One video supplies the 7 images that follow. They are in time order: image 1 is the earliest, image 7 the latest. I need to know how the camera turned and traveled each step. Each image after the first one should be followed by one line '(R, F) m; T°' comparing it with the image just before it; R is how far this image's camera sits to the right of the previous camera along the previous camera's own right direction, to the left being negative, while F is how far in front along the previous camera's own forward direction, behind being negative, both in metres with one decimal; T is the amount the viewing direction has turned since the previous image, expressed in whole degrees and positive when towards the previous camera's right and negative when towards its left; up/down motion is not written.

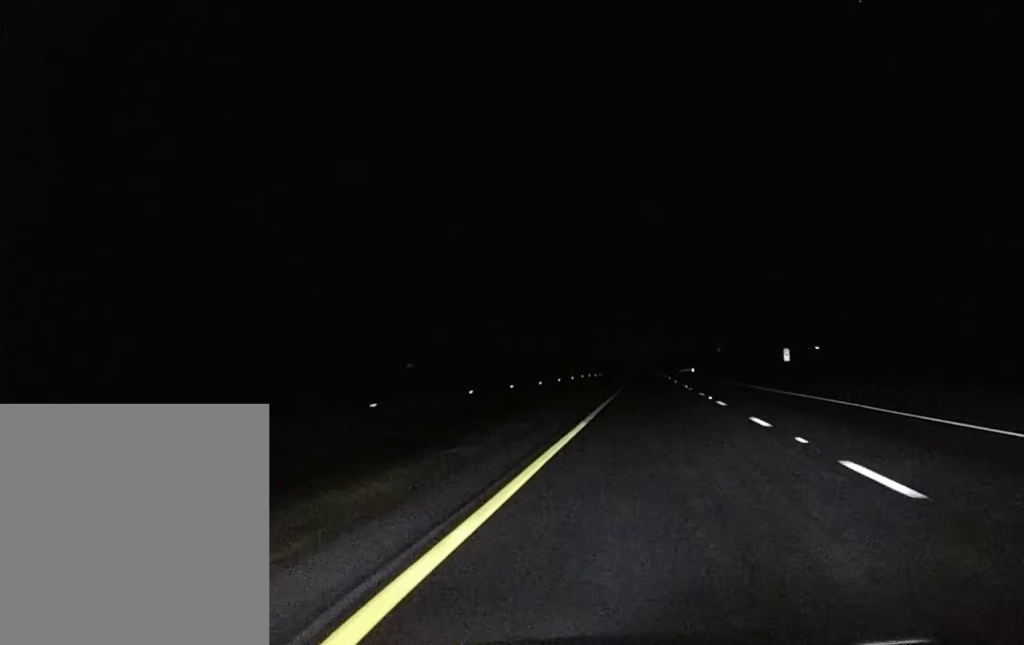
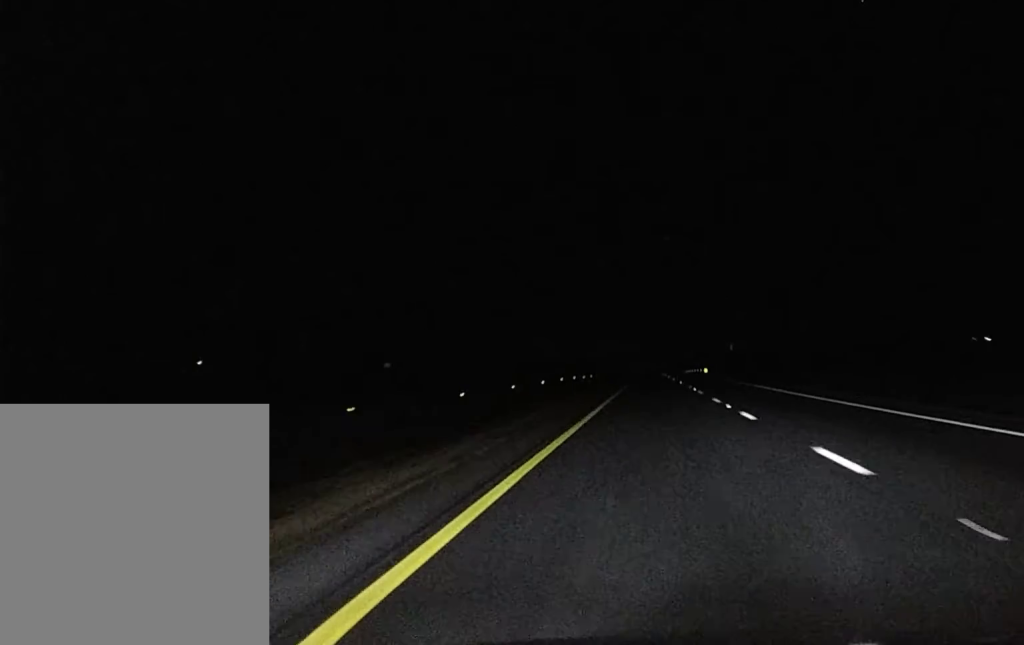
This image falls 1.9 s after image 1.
(+0.2, +53.8) m; 0°
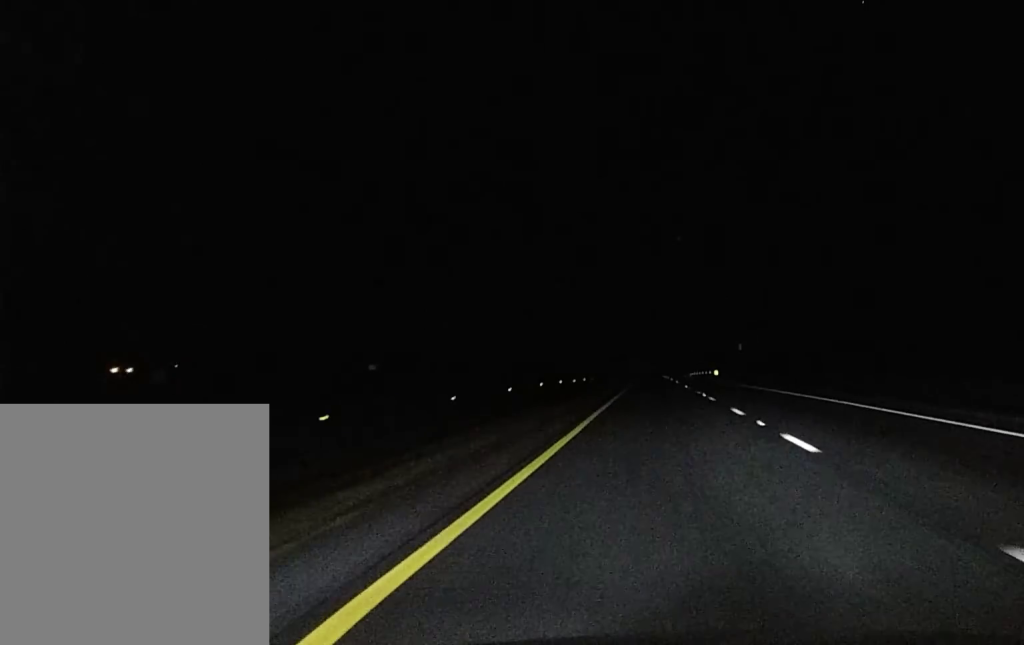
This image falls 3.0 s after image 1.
(-0.1, +28.7) m; 0°
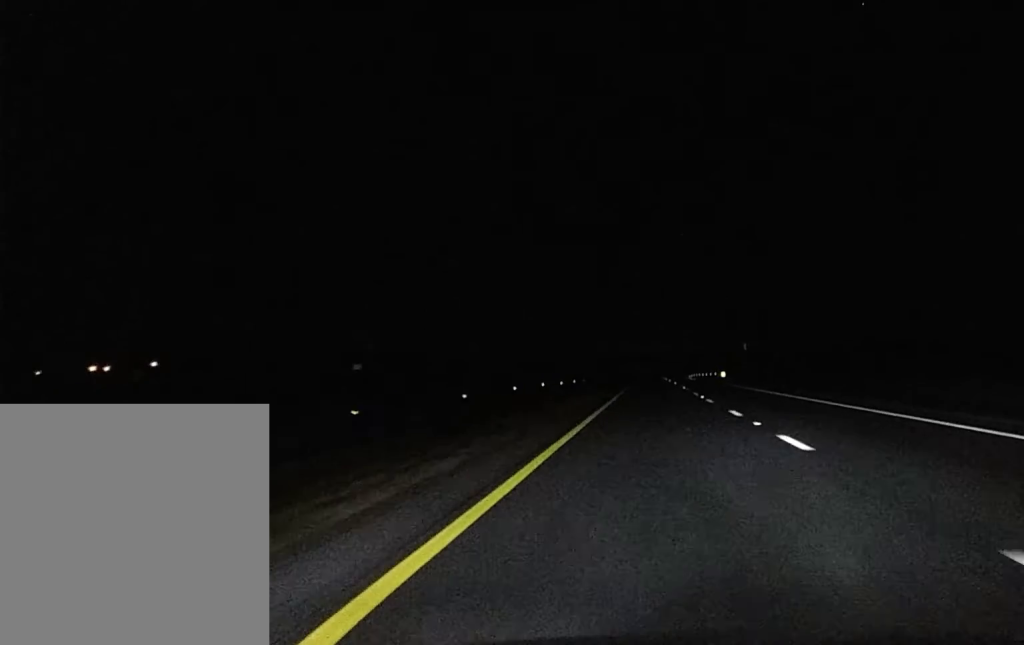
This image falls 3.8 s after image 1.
(0.0, +22.6) m; 0°
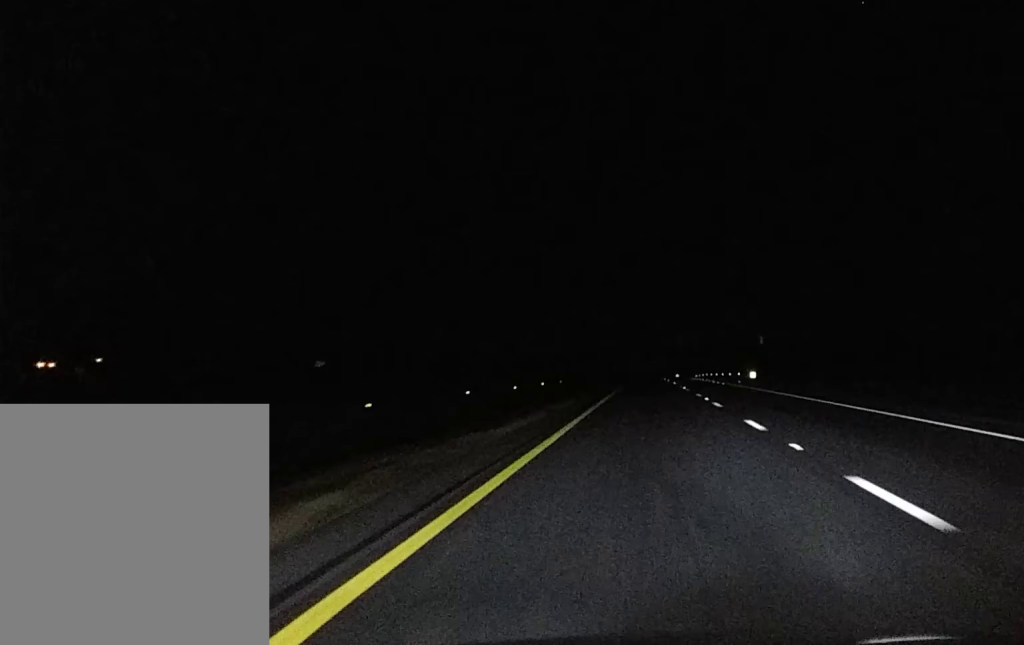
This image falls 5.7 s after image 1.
(-0.1, +62.8) m; 0°
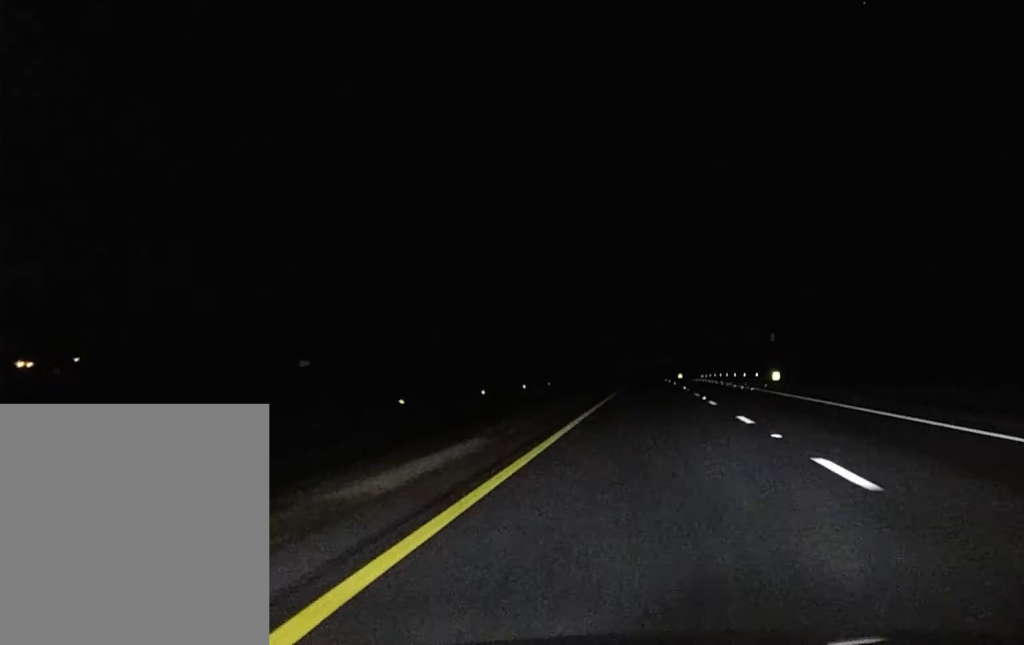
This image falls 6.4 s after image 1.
(0.0, +20.5) m; 0°
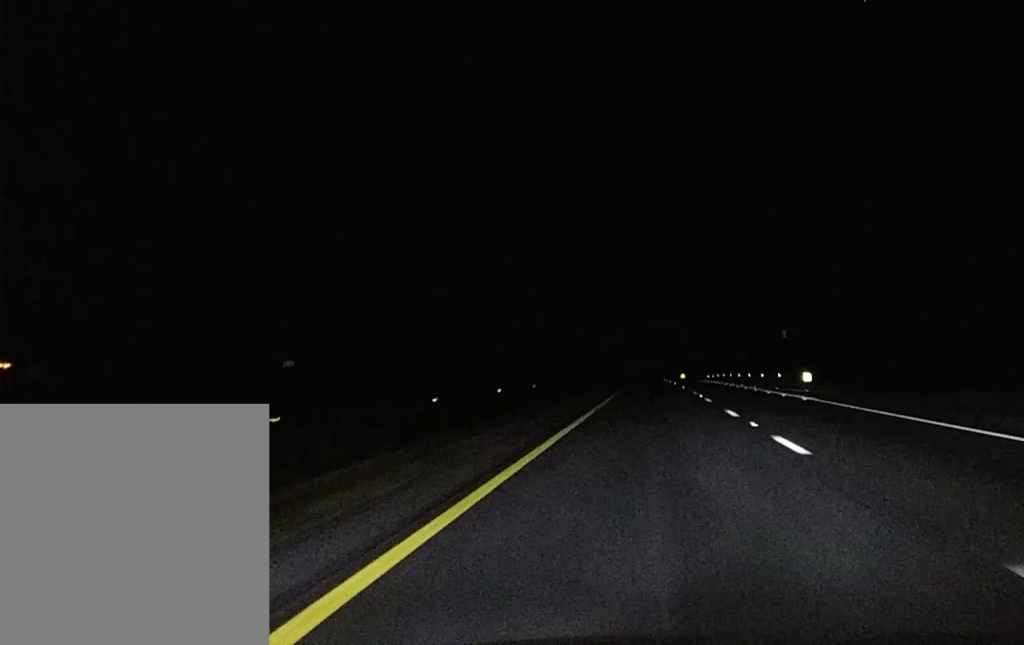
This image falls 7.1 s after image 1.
(0.0, +21.8) m; 0°
